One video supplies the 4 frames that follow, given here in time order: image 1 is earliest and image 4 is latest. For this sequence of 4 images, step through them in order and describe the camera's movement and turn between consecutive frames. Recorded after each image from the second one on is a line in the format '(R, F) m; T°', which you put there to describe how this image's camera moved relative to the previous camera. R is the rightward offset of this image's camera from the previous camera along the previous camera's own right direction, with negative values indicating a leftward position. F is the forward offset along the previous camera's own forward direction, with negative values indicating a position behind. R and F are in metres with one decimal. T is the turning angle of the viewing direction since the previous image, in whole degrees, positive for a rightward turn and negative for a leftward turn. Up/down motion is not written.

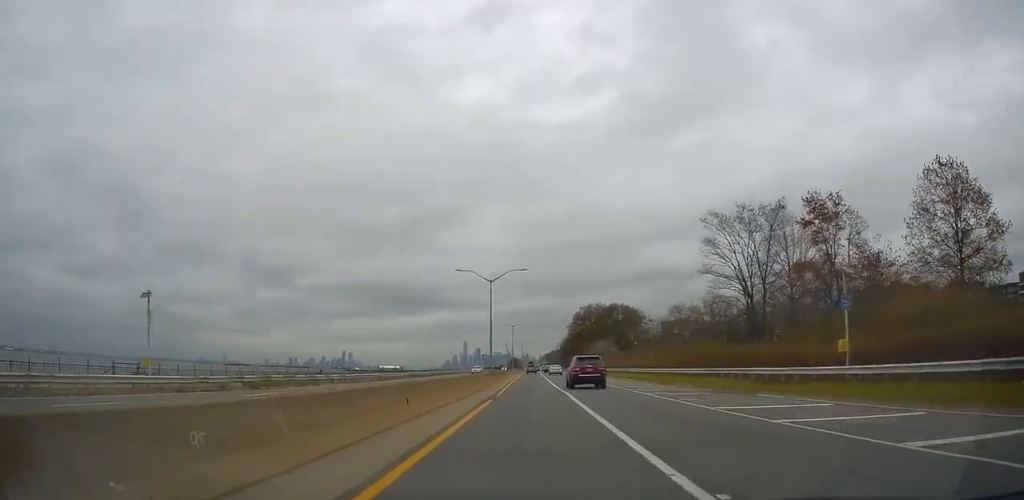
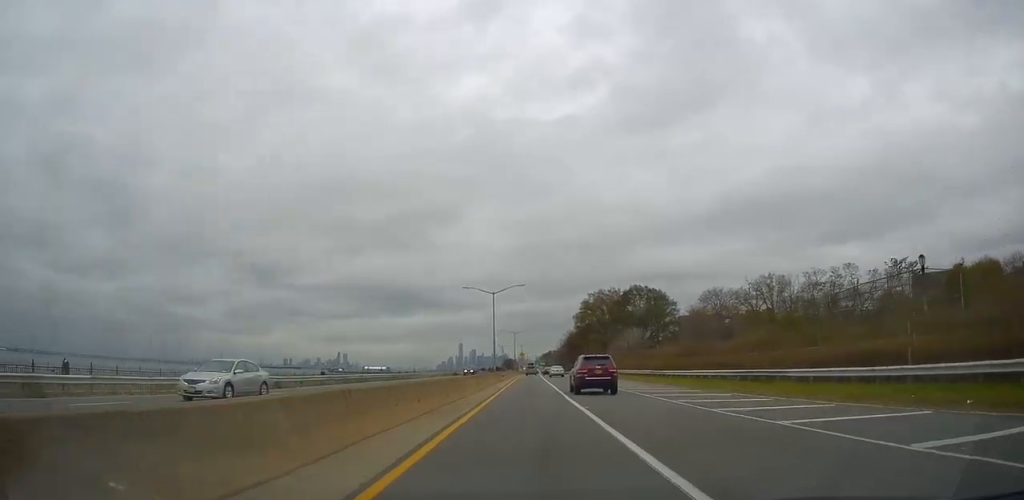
(-0.9, +46.7) m; -1°
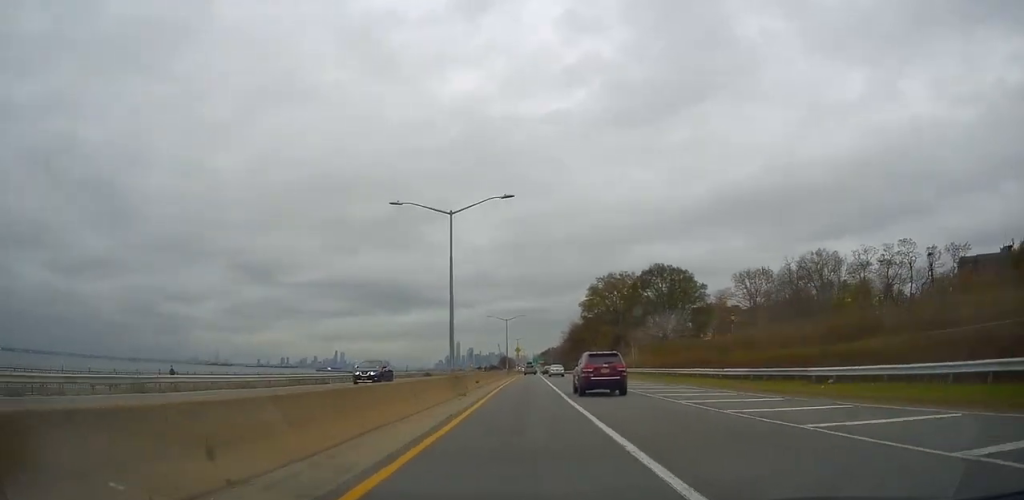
(+0.8, +29.1) m; +2°
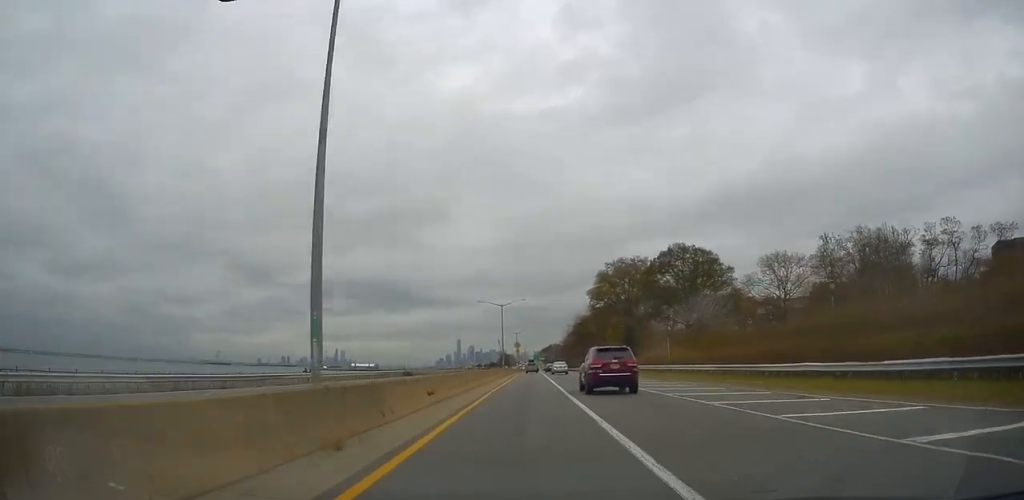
(0.0, +17.3) m; 0°
